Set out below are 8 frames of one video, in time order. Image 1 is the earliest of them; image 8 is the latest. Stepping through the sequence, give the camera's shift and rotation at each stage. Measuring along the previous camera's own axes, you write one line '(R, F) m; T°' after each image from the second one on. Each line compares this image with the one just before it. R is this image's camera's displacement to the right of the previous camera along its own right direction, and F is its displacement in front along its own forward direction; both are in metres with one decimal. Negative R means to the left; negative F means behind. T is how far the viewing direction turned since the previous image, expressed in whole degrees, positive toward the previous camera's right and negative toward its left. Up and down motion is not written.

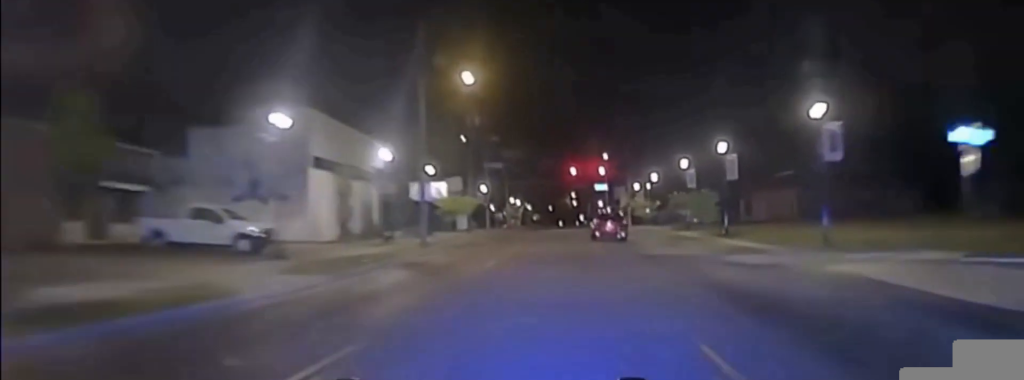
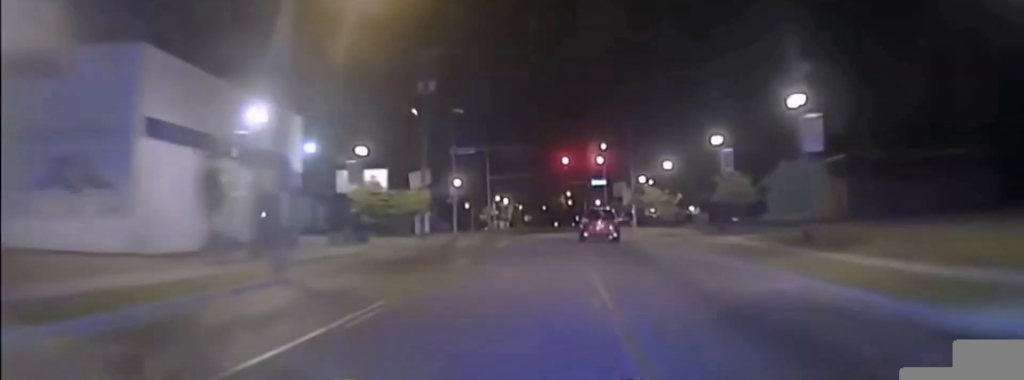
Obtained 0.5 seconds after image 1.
(+0.1, +14.6) m; 0°
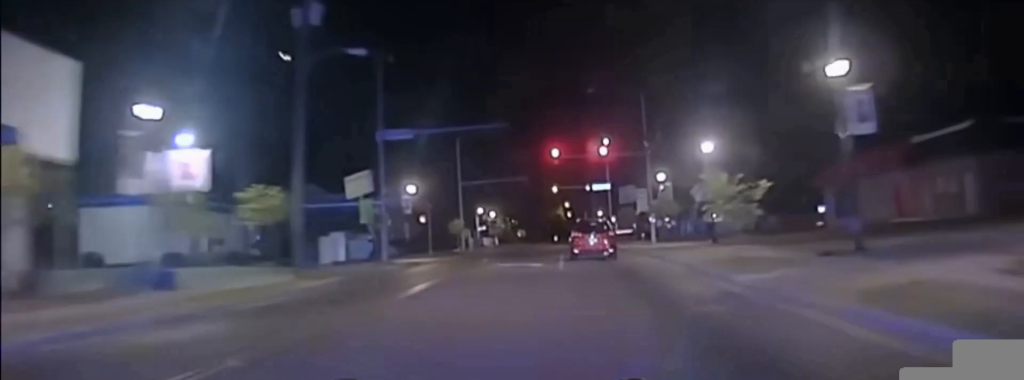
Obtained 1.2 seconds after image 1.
(0.0, +19.4) m; +1°
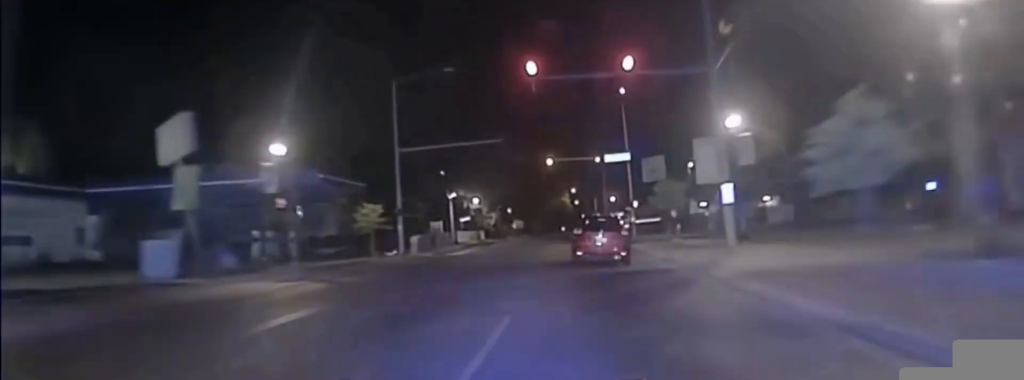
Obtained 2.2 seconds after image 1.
(+0.2, +25.2) m; +1°
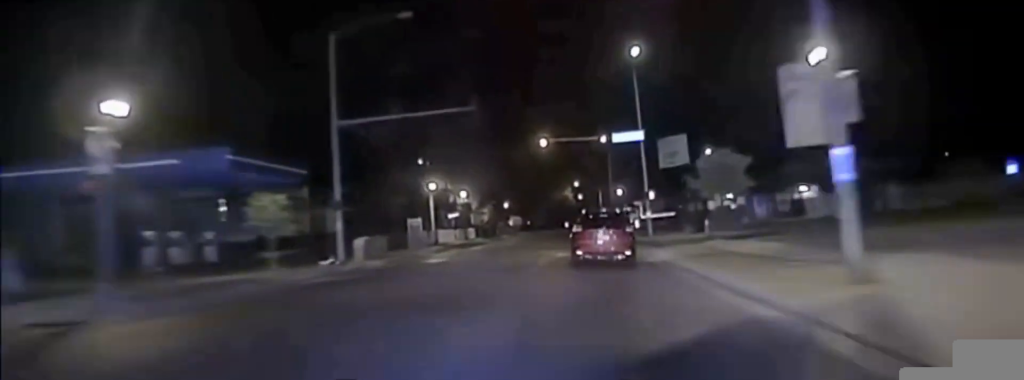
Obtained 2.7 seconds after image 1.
(+0.1, +13.7) m; 0°
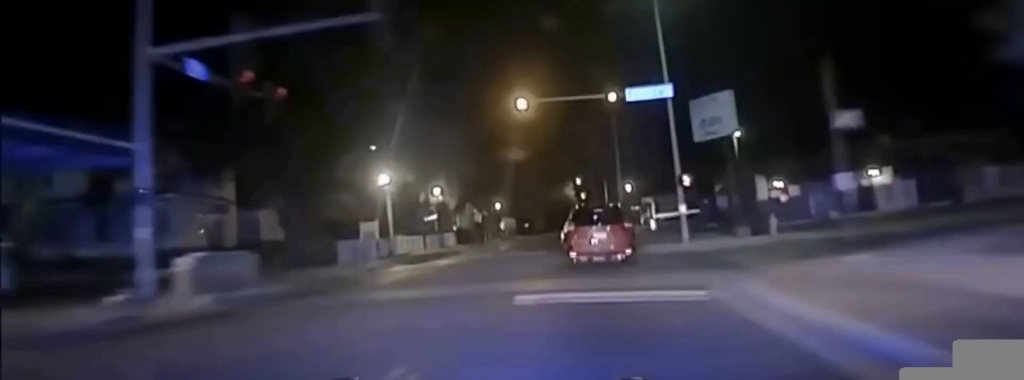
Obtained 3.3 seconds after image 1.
(+0.2, +18.5) m; 0°
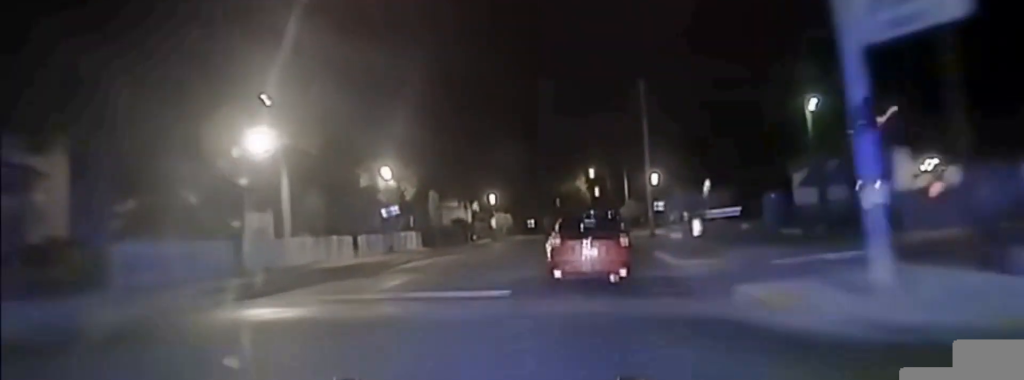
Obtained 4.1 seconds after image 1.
(-0.4, +28.3) m; -1°
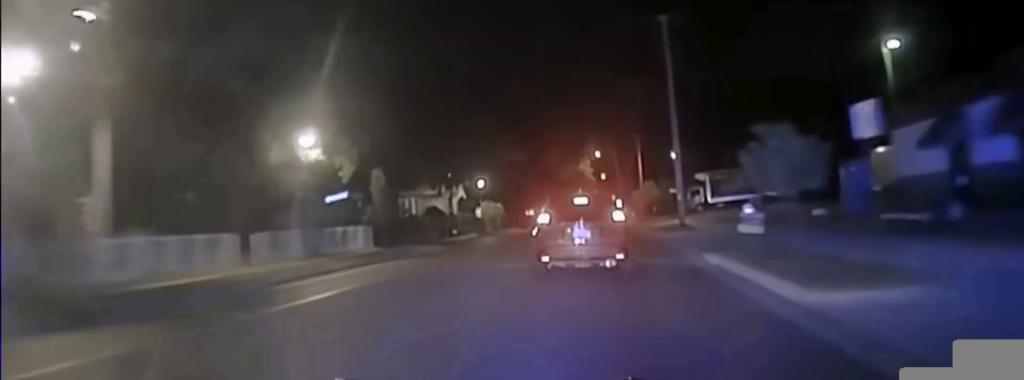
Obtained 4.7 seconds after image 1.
(-0.1, +17.4) m; -1°
